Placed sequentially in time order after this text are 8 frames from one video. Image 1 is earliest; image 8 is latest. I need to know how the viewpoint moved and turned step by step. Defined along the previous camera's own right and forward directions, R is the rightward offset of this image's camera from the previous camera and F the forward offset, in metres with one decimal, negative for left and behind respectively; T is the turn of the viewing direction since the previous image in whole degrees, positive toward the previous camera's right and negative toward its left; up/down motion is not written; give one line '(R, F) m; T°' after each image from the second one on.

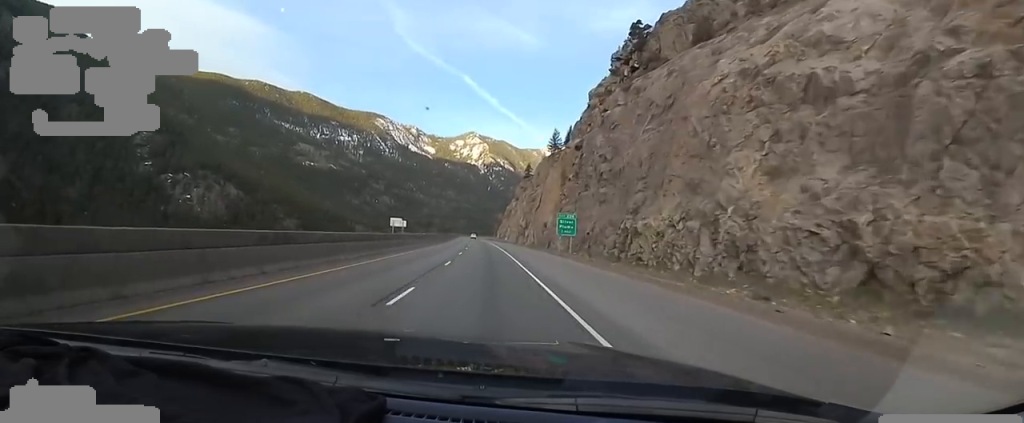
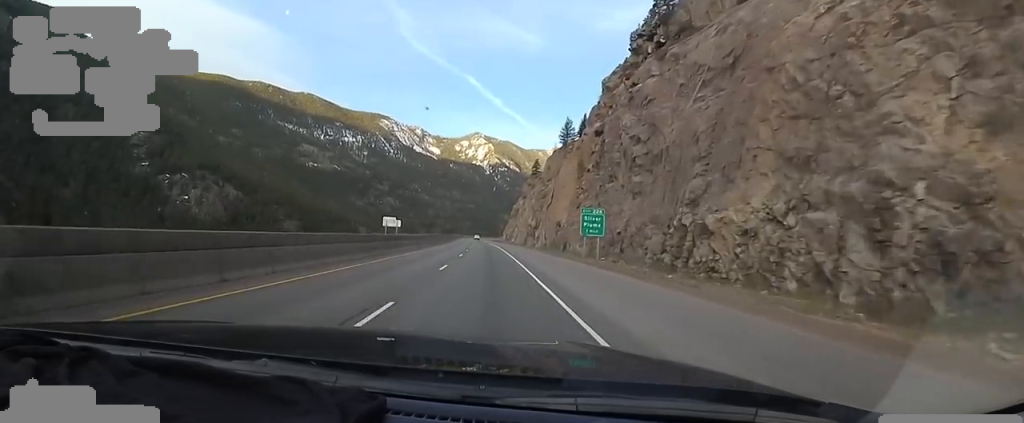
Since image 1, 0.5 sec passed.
(-0.4, +14.4) m; -2°
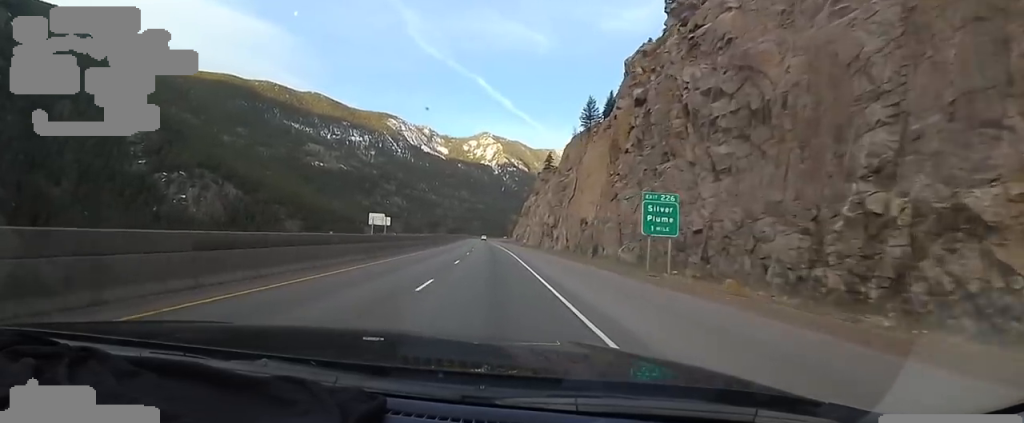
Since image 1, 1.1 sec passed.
(0.0, +19.7) m; -1°
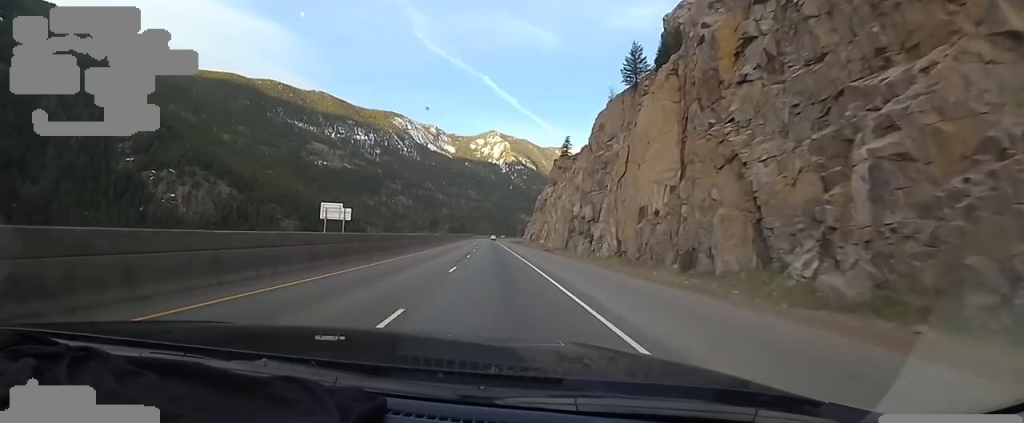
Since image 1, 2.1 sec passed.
(-0.7, +30.3) m; 0°
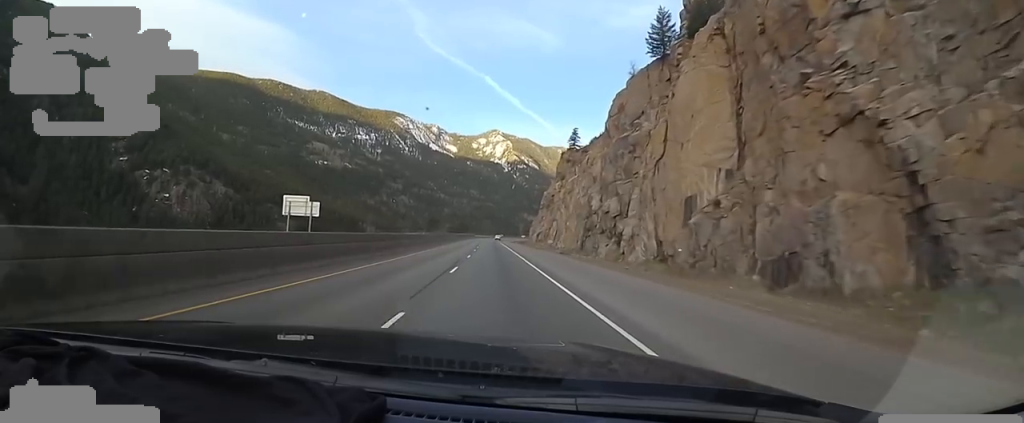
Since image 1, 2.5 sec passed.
(-0.4, +12.6) m; +1°
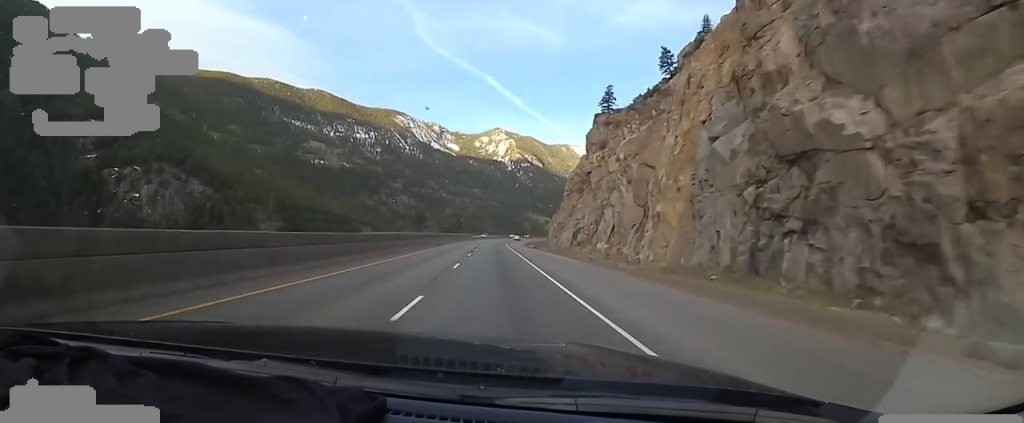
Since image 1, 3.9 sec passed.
(+1.8, +46.3) m; 0°
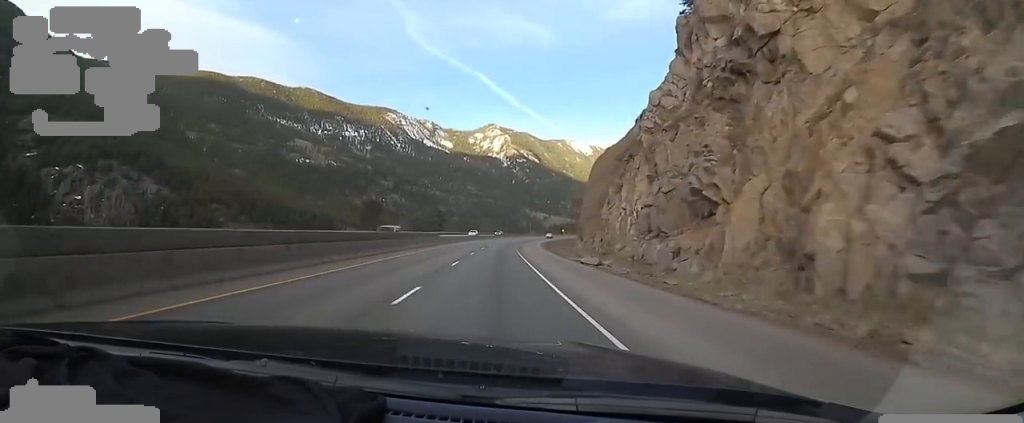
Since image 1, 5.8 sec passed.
(-1.8, +59.5) m; -1°
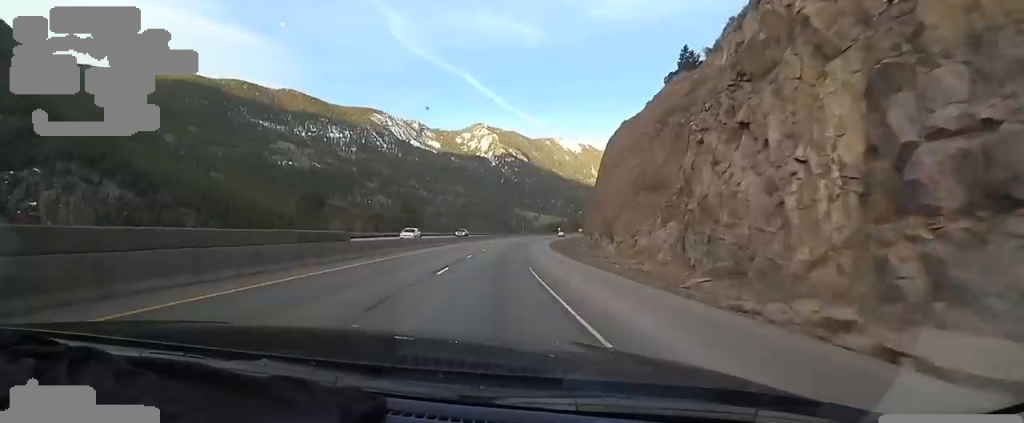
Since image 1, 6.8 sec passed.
(+0.6, +29.0) m; +2°
